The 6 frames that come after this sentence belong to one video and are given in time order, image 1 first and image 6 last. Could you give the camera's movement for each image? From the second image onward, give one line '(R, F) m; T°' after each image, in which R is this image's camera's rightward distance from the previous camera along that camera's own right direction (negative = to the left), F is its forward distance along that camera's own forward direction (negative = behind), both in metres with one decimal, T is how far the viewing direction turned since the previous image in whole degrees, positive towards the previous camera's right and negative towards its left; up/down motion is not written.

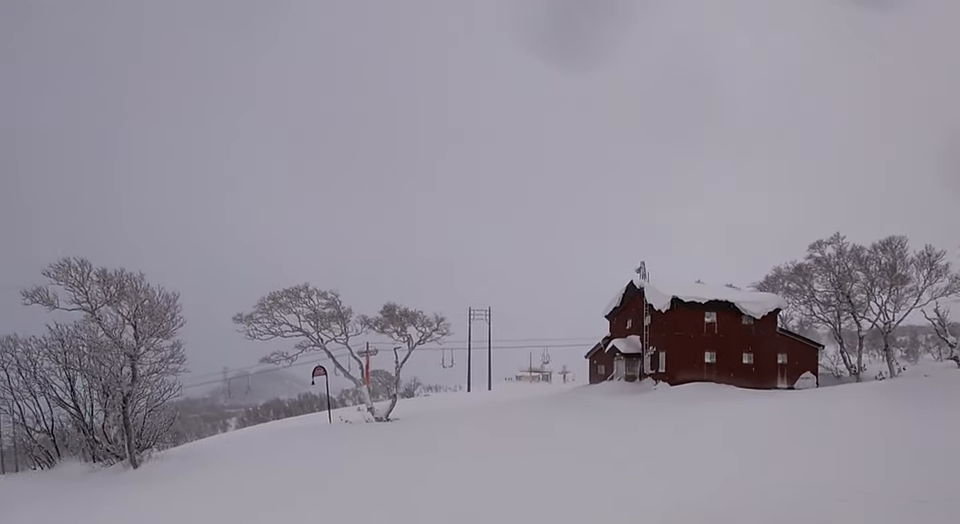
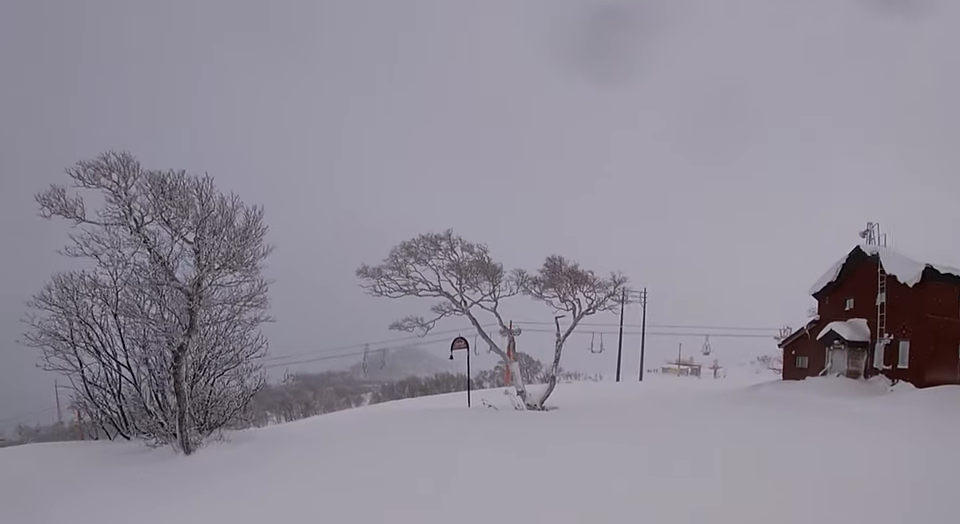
(-0.3, +6.5) m; -7°
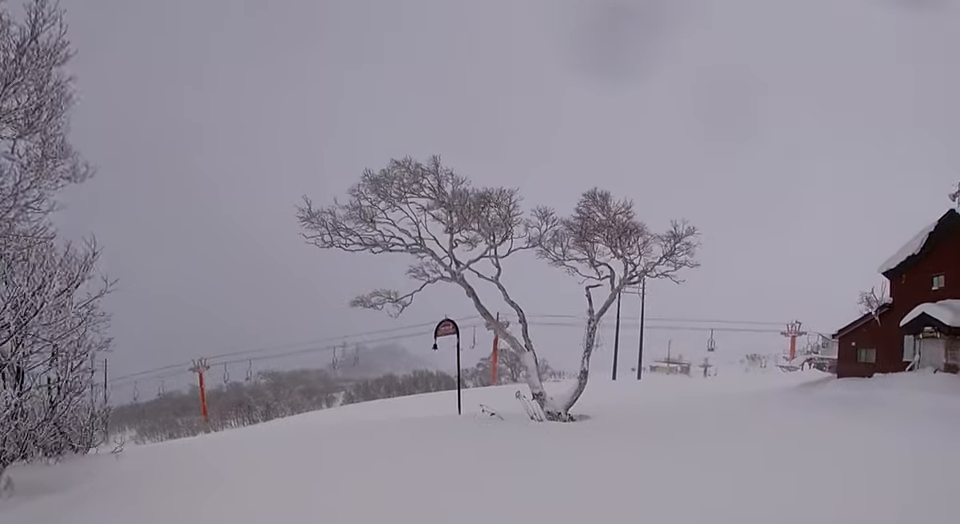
(-0.7, +6.4) m; 0°
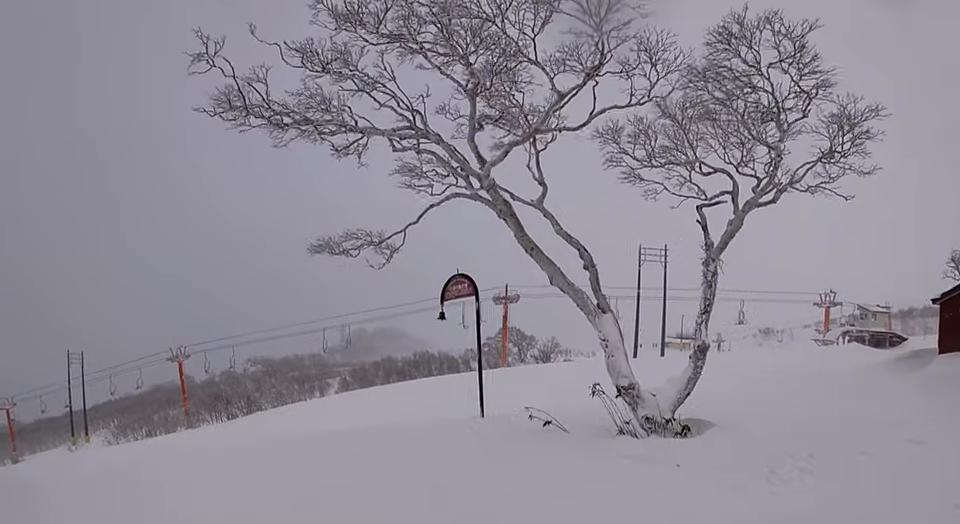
(+1.1, +6.2) m; +2°
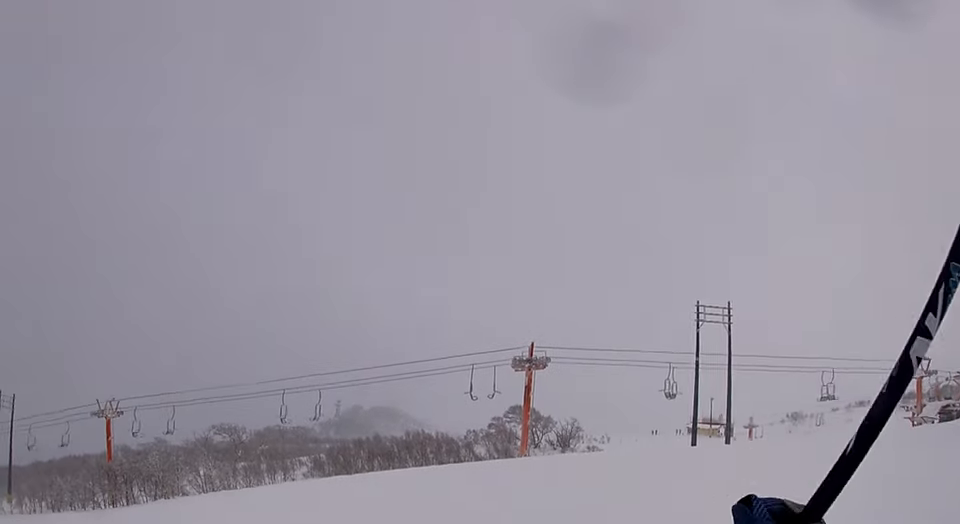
(+0.5, +15.1) m; +2°
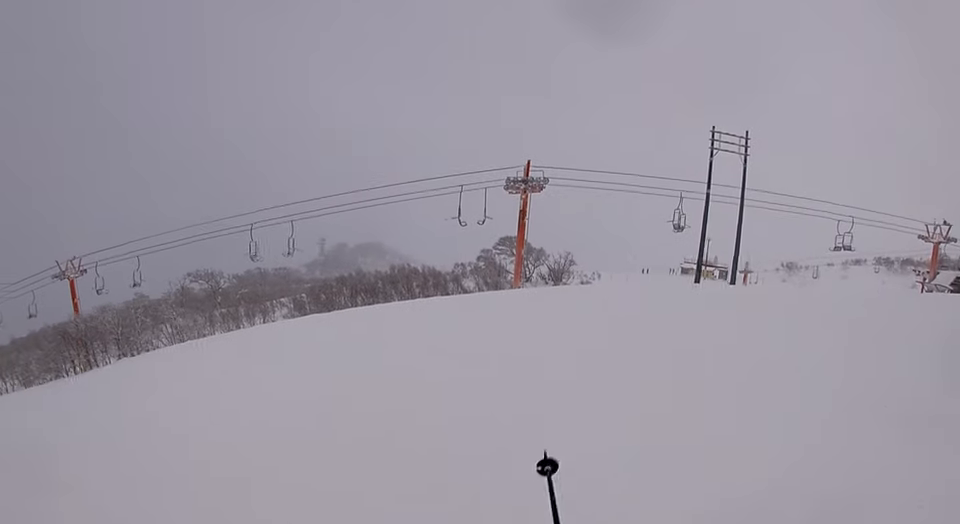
(-0.3, +2.9) m; +8°
